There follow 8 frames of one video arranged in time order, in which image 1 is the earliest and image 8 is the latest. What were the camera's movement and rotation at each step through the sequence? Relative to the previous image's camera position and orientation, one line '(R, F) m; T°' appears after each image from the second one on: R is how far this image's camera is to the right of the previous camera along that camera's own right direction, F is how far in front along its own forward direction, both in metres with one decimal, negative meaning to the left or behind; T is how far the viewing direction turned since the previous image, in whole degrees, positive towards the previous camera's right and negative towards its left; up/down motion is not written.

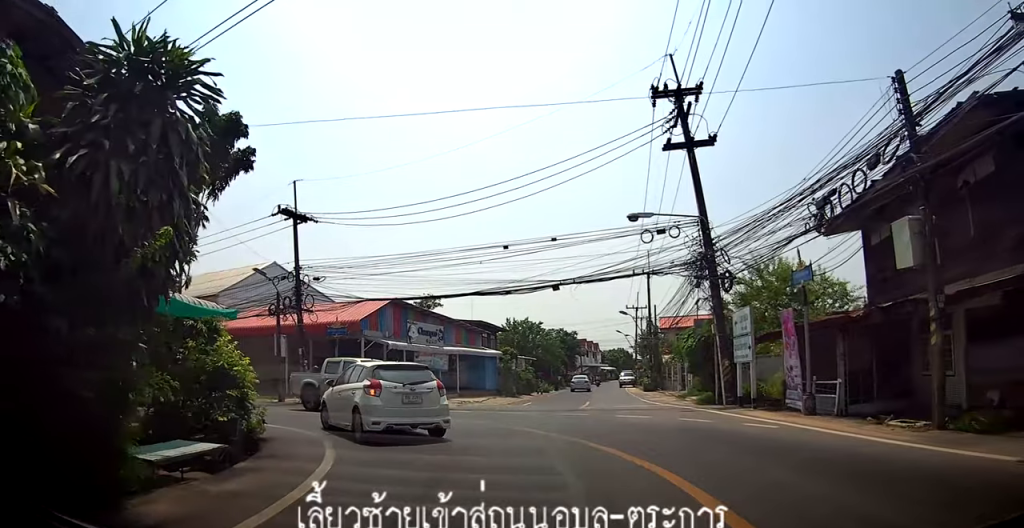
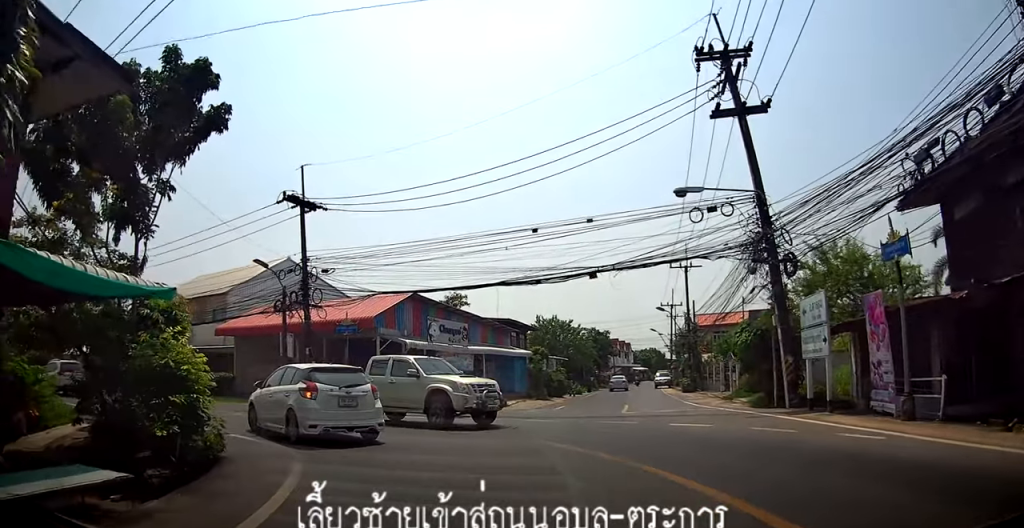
(-0.3, +2.6) m; -9°
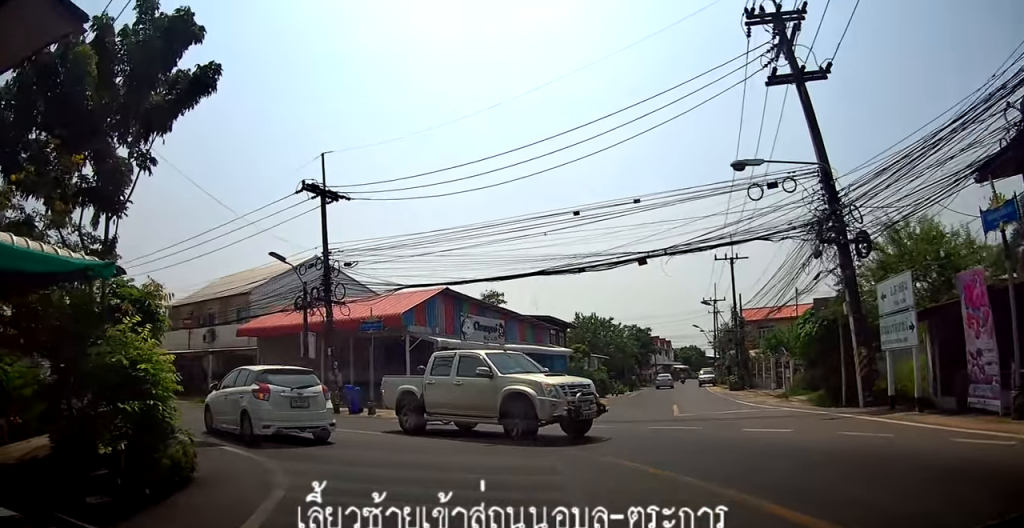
(0.0, +1.9) m; -4°
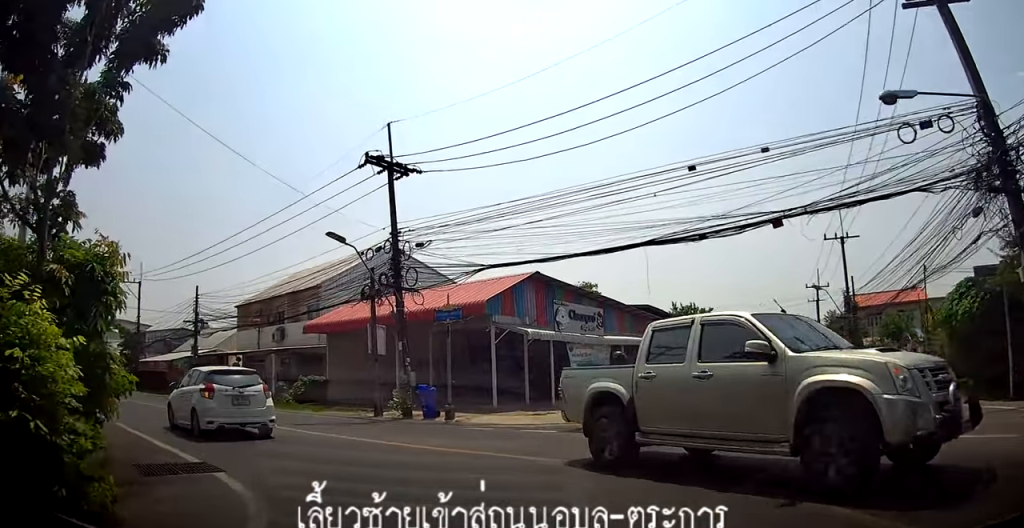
(-0.2, +3.4) m; -7°
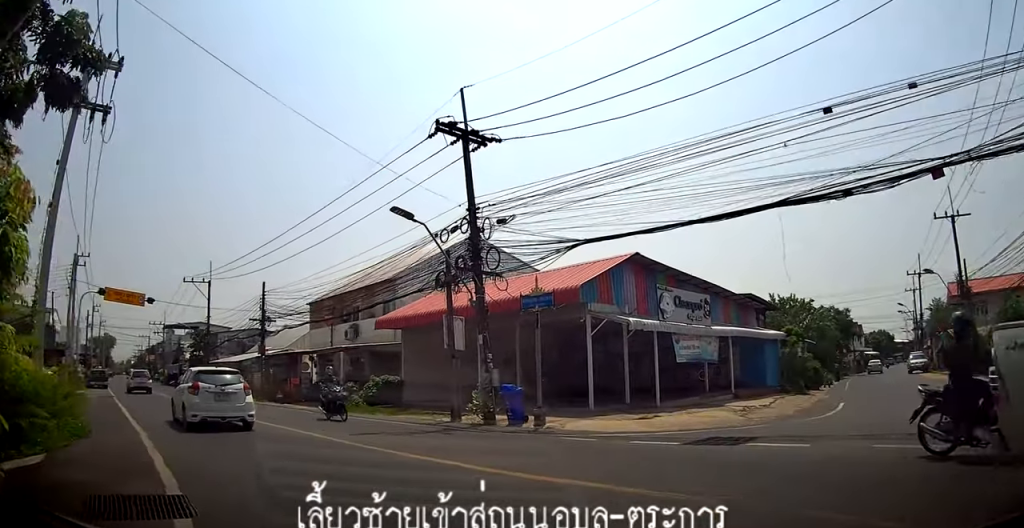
(-0.2, +3.1) m; -7°
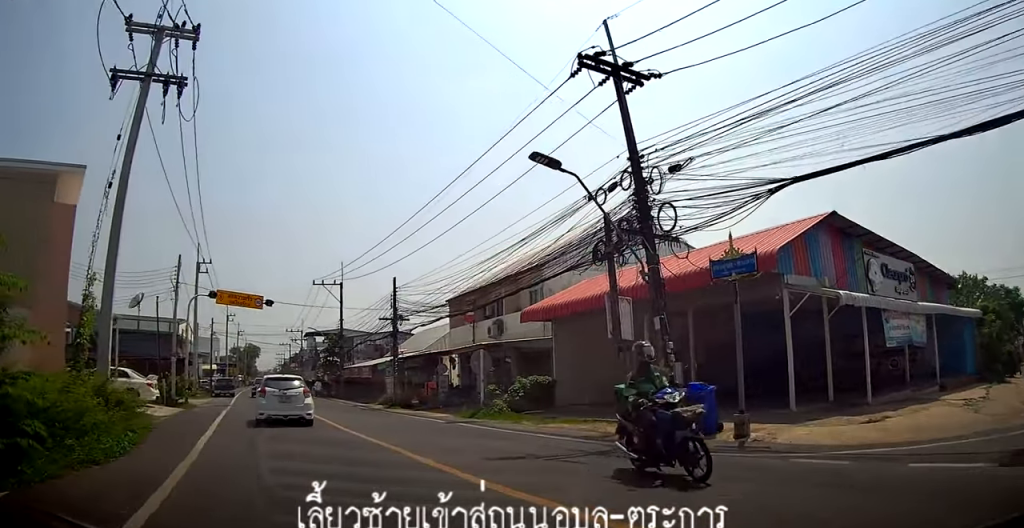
(-0.3, +4.5) m; -14°
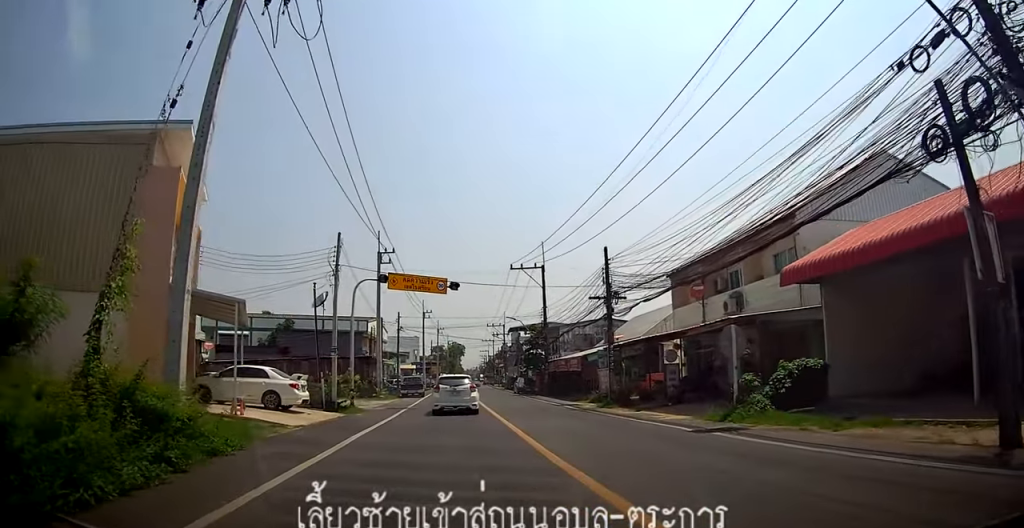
(-1.4, +6.1) m; -20°
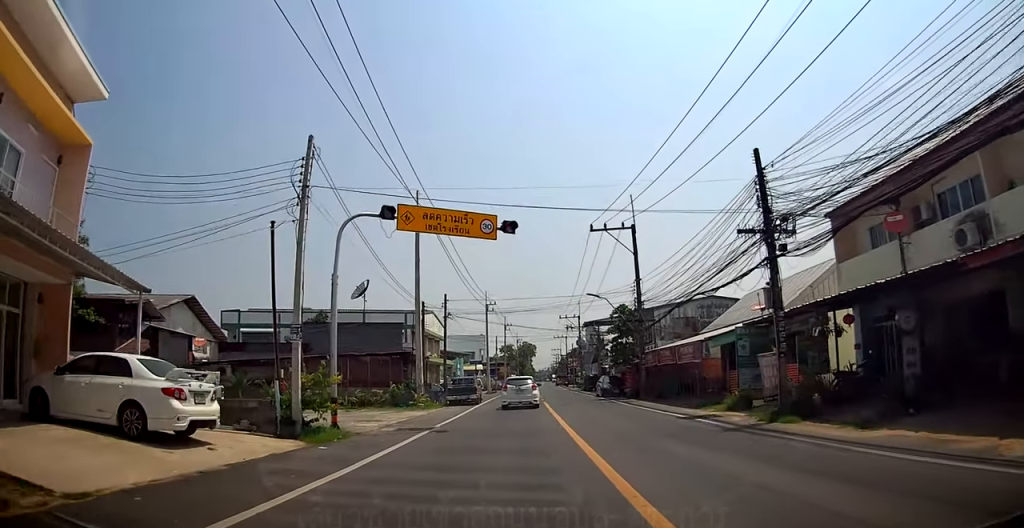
(-0.4, +9.7) m; -2°
